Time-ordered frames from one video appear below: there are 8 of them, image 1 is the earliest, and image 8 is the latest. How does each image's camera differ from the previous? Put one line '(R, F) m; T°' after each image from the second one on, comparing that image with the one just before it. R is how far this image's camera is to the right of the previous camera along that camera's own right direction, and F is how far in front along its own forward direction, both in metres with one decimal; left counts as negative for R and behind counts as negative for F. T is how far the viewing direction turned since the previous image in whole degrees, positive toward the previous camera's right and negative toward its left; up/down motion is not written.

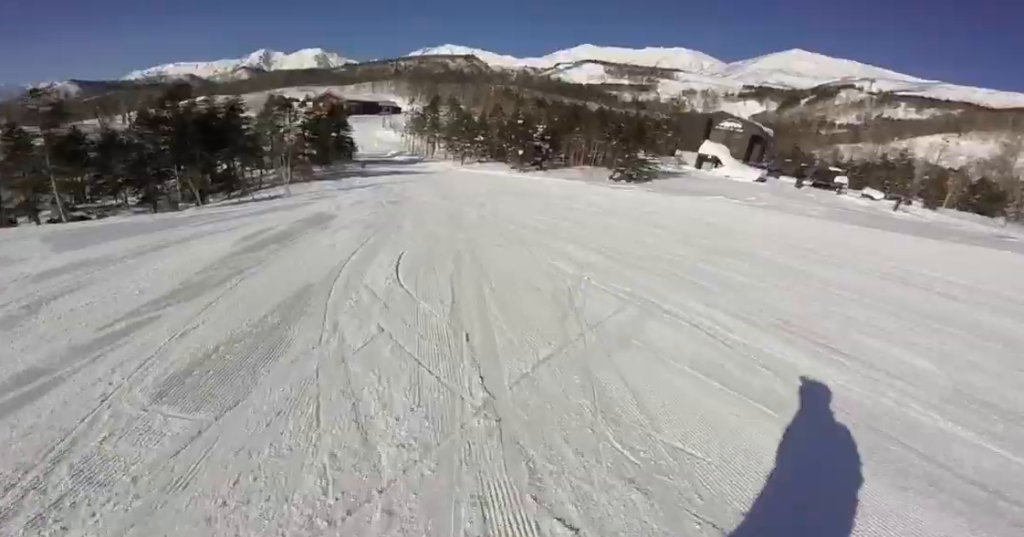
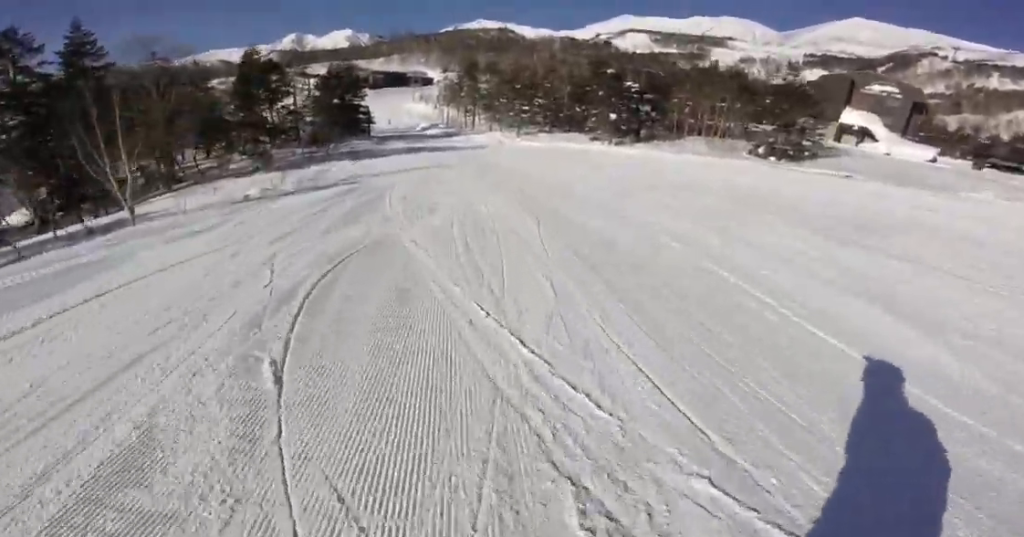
(-1.9, +11.9) m; -6°
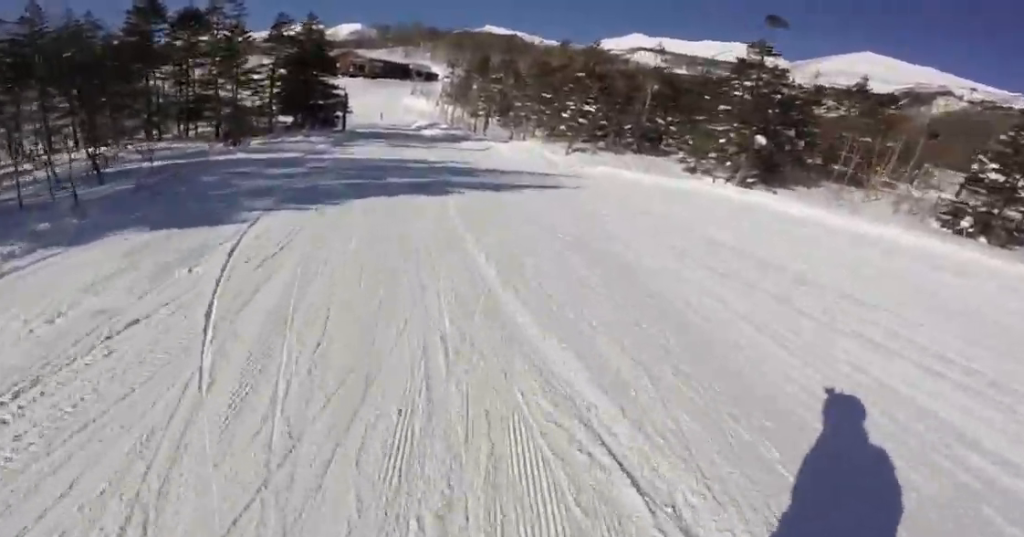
(+1.8, +15.6) m; +10°
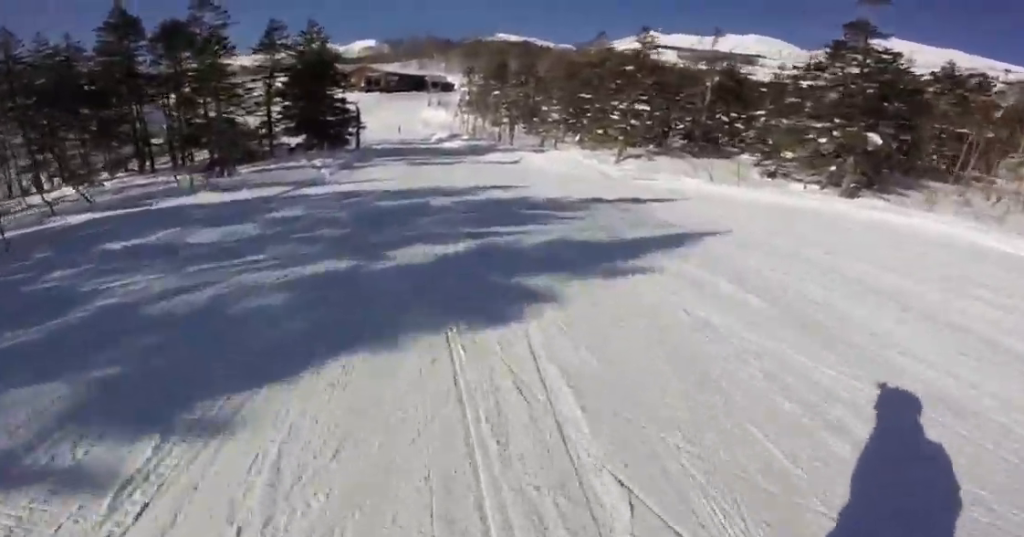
(0.0, +4.9) m; 0°
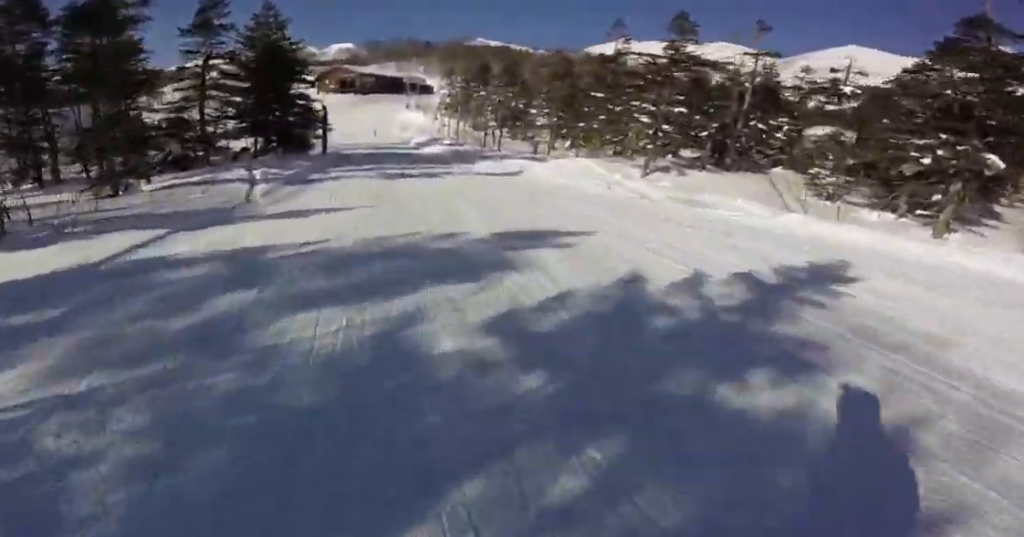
(0.0, +6.2) m; 0°
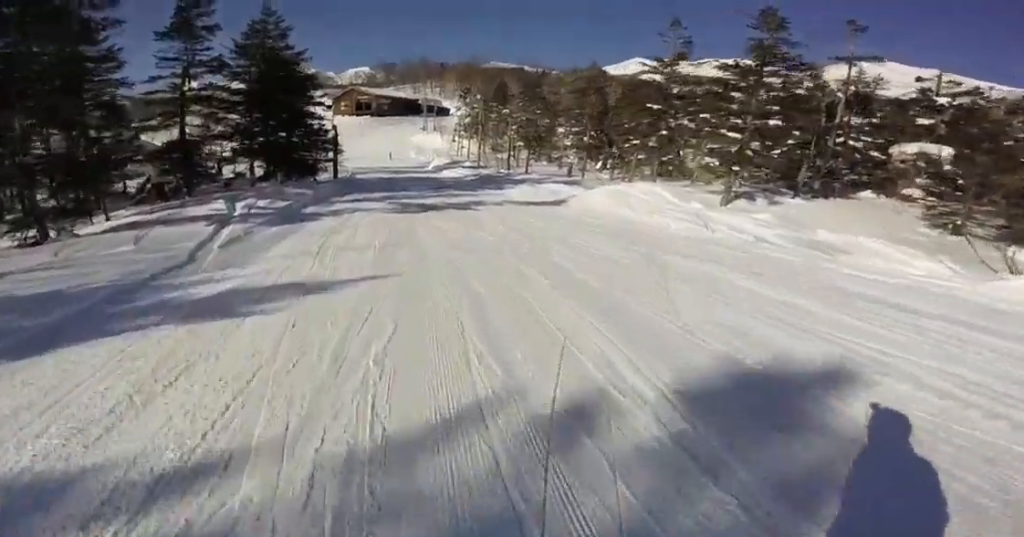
(0.0, +4.8) m; 0°
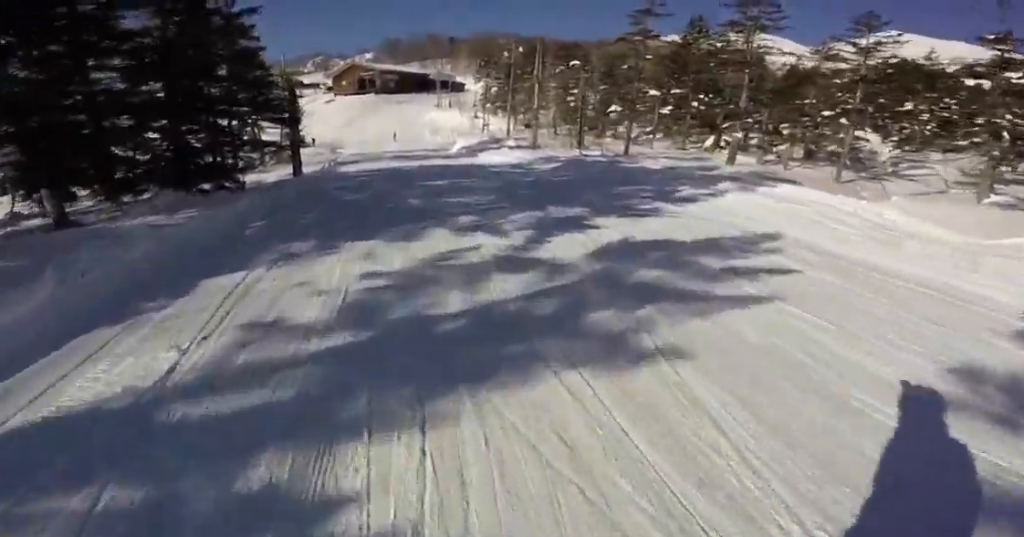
(-1.0, +18.7) m; -6°
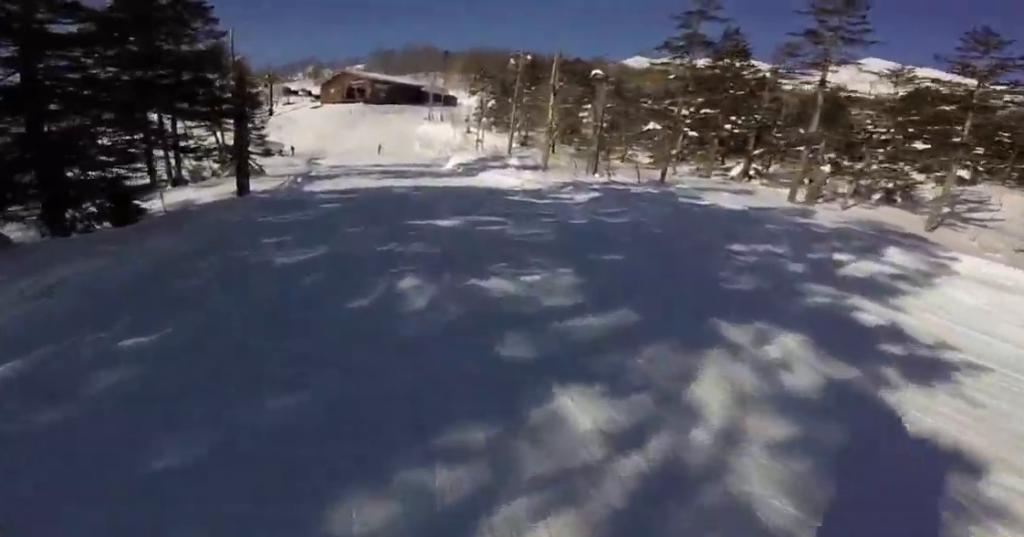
(-0.7, +6.3) m; +1°
